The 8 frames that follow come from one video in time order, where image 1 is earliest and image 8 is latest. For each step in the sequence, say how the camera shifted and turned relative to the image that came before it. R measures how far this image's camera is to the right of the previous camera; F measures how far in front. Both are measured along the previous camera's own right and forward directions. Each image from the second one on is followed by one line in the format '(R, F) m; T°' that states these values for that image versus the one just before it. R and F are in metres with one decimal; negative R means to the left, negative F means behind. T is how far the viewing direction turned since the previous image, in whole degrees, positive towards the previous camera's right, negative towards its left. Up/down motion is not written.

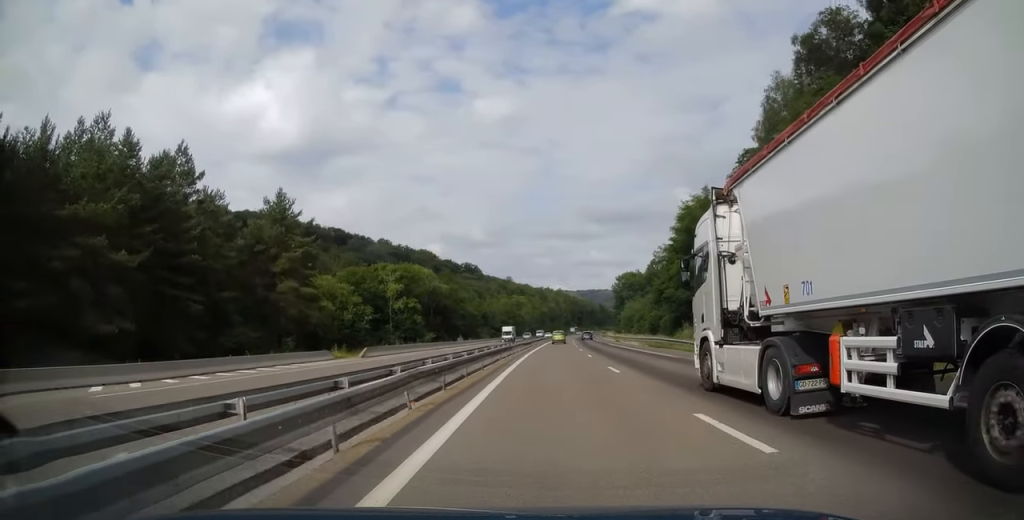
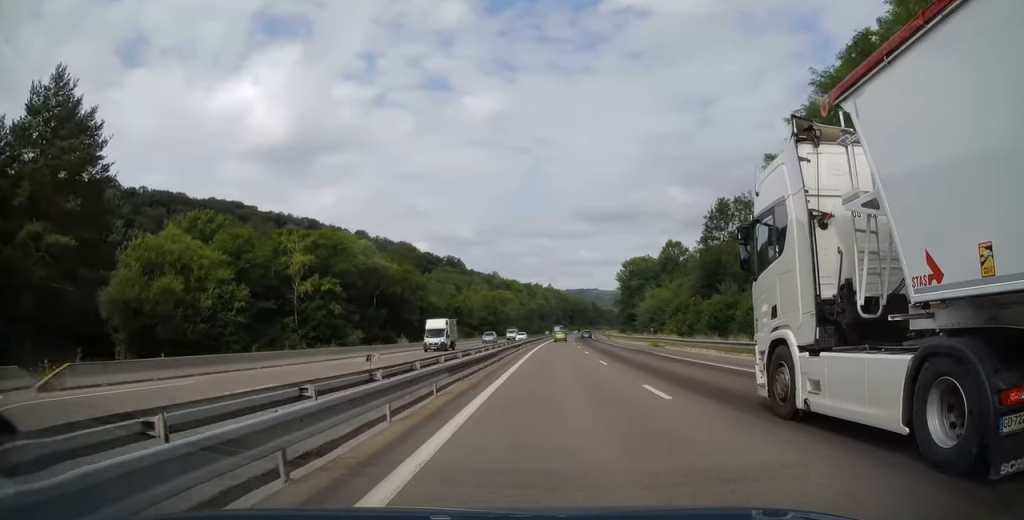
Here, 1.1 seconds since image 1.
(+0.4, +33.4) m; +1°
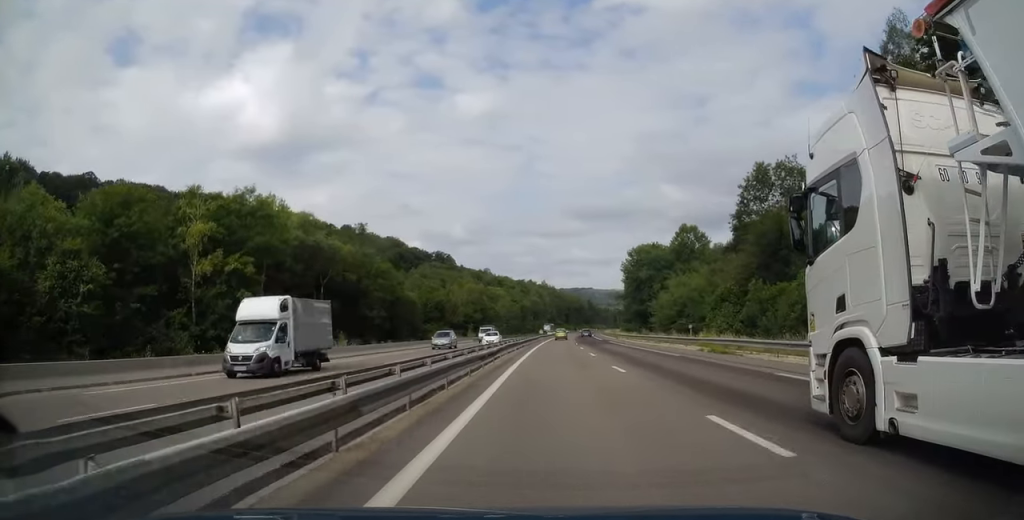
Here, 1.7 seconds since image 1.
(-0.1, +18.3) m; +1°
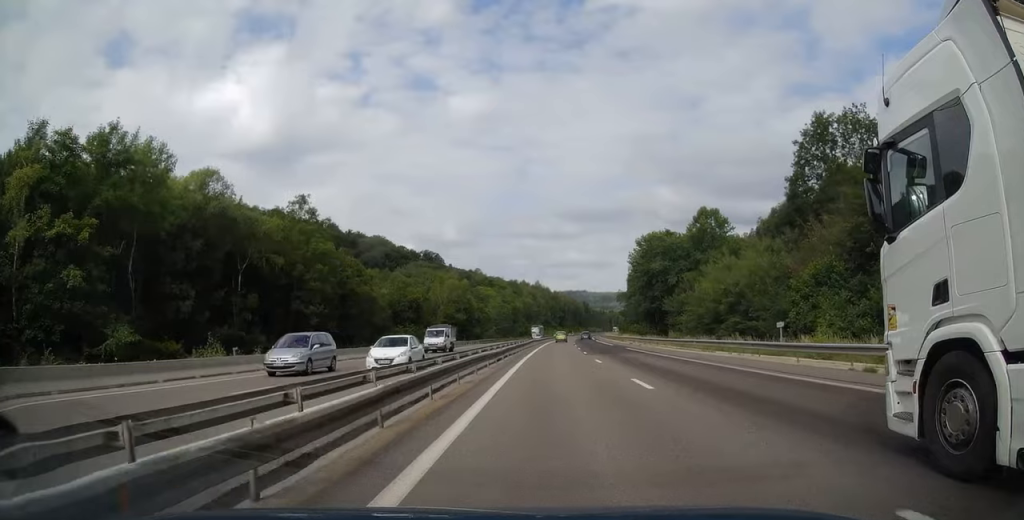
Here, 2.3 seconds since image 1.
(+0.2, +17.8) m; +1°
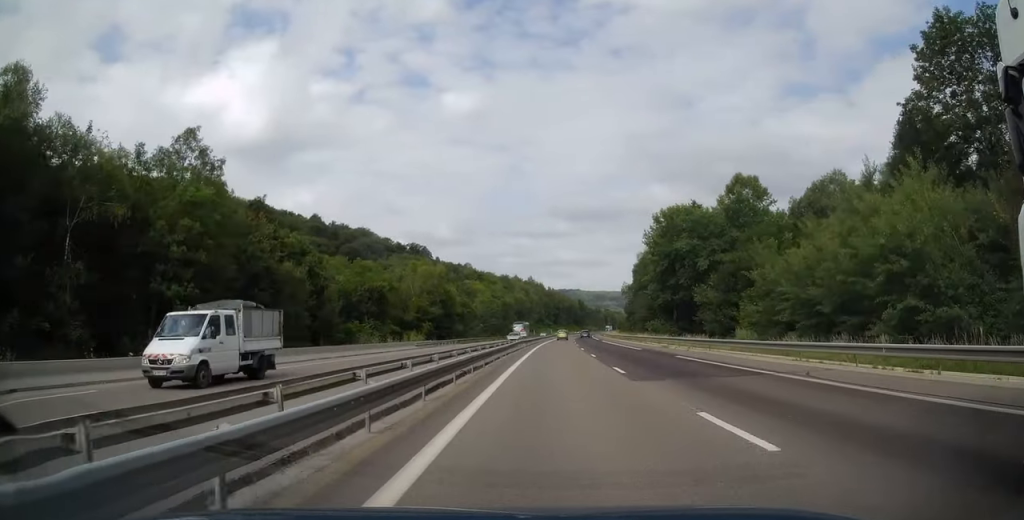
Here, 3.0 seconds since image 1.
(+0.2, +20.2) m; +1°
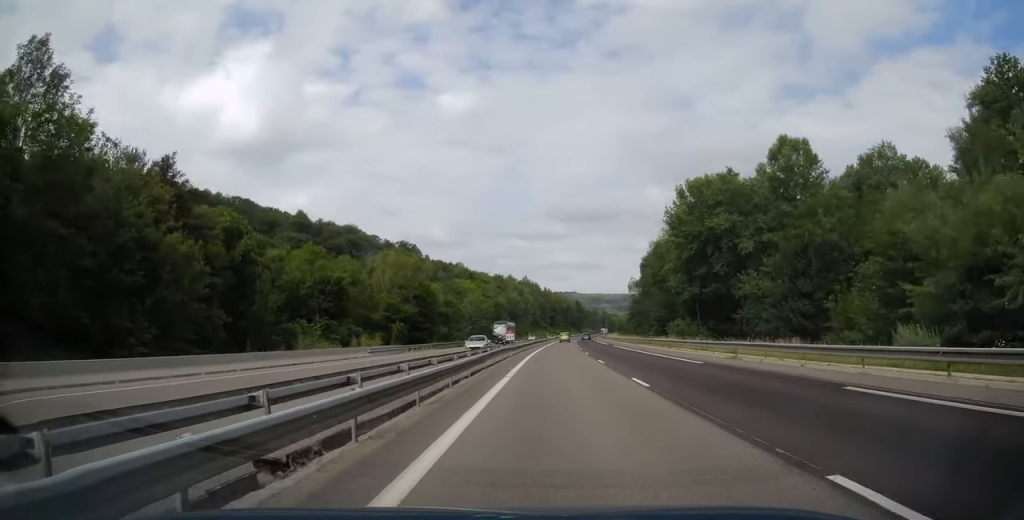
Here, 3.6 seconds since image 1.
(-0.1, +16.3) m; 0°
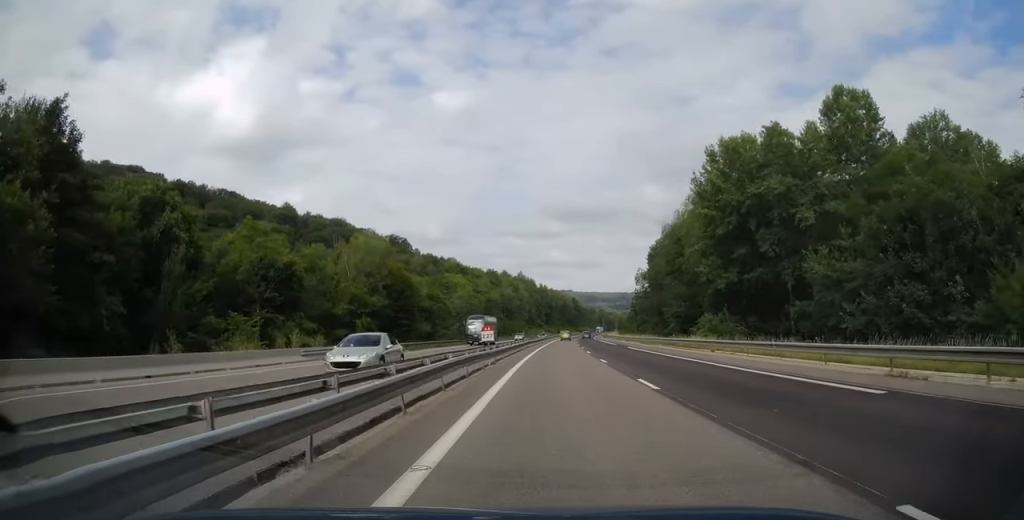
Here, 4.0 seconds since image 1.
(0.0, +13.3) m; 0°
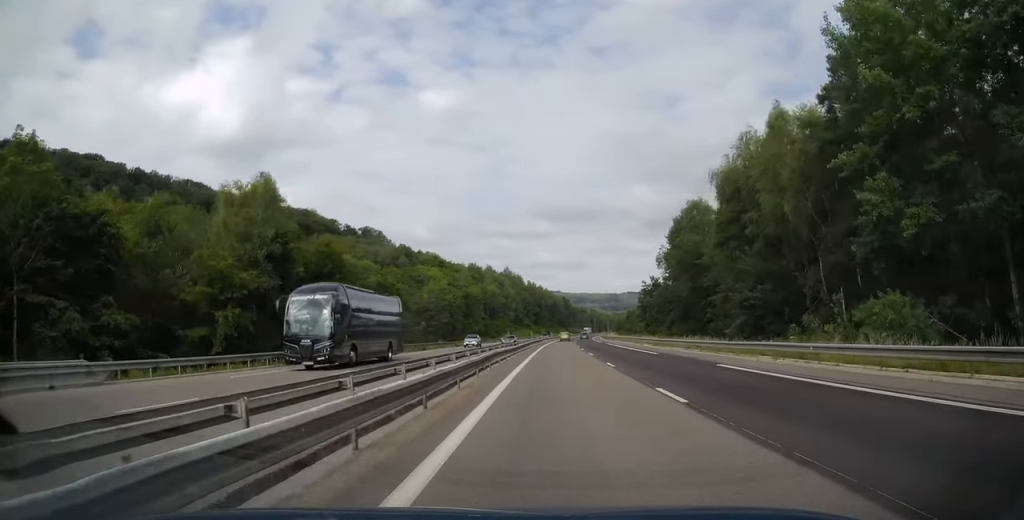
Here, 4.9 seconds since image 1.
(+0.4, +27.1) m; +1°
